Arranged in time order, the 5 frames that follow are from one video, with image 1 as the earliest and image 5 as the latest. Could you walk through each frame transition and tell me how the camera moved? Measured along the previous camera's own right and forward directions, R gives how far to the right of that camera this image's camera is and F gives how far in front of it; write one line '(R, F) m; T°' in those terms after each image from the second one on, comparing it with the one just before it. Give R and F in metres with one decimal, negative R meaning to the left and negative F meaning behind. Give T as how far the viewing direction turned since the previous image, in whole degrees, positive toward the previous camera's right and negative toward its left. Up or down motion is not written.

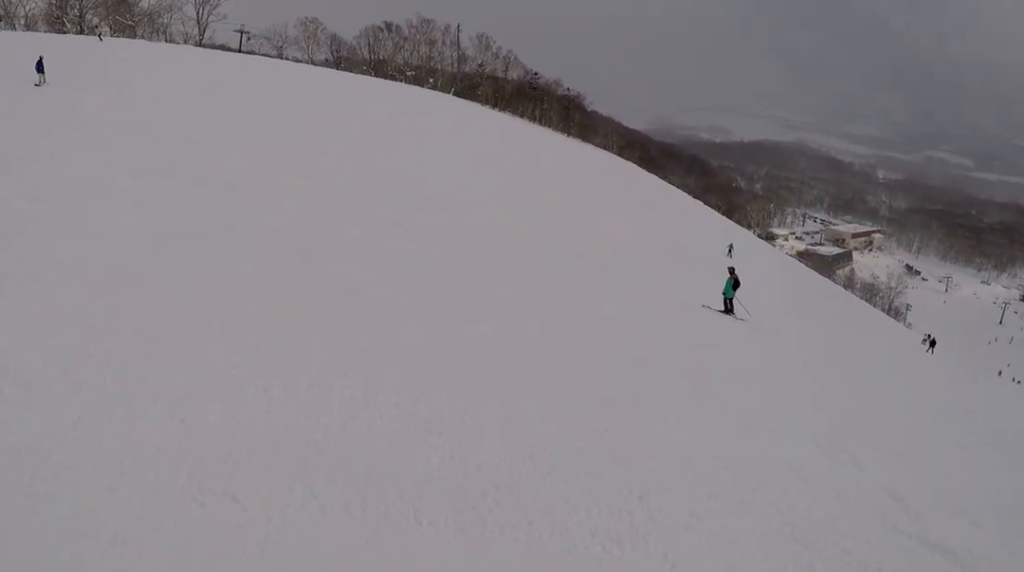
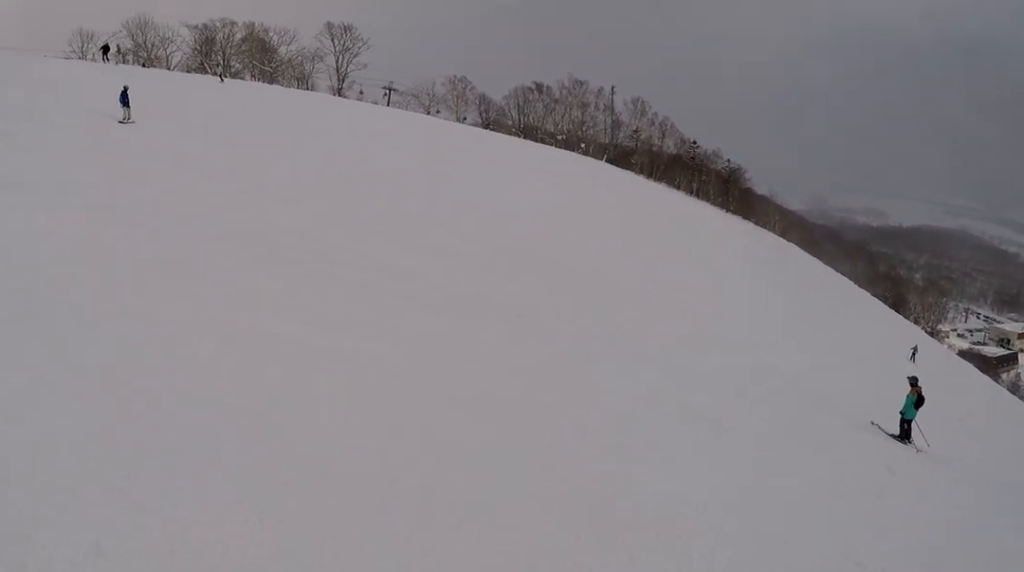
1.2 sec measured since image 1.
(-0.1, +6.3) m; -17°
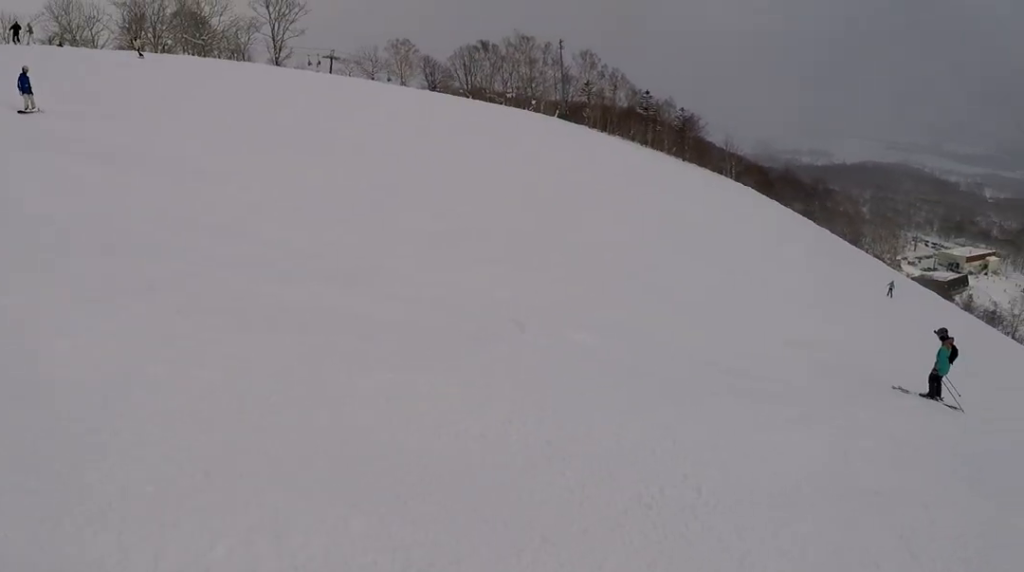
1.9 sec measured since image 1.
(-1.0, +3.6) m; -13°
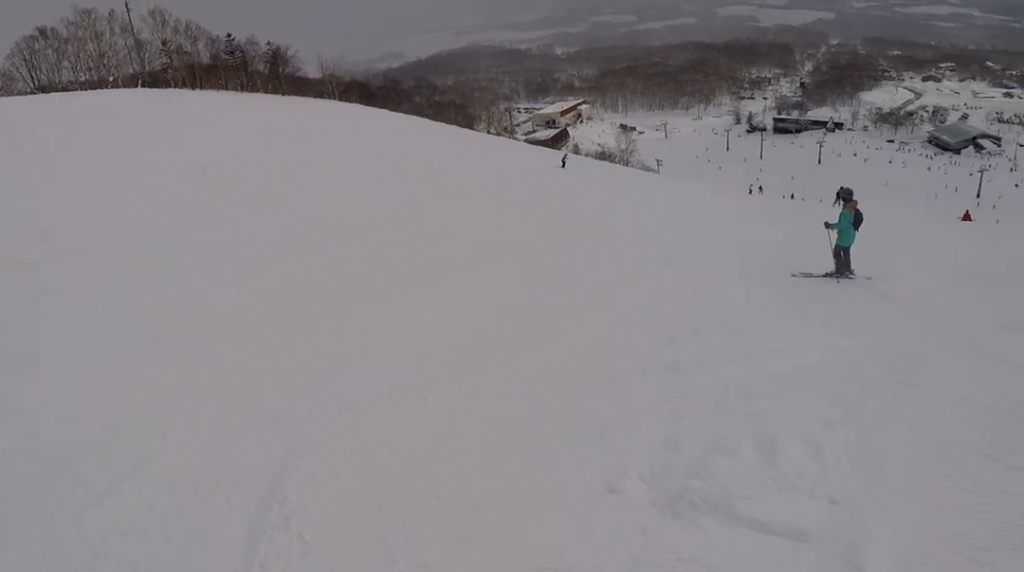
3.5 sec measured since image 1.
(+0.2, +7.8) m; +19°
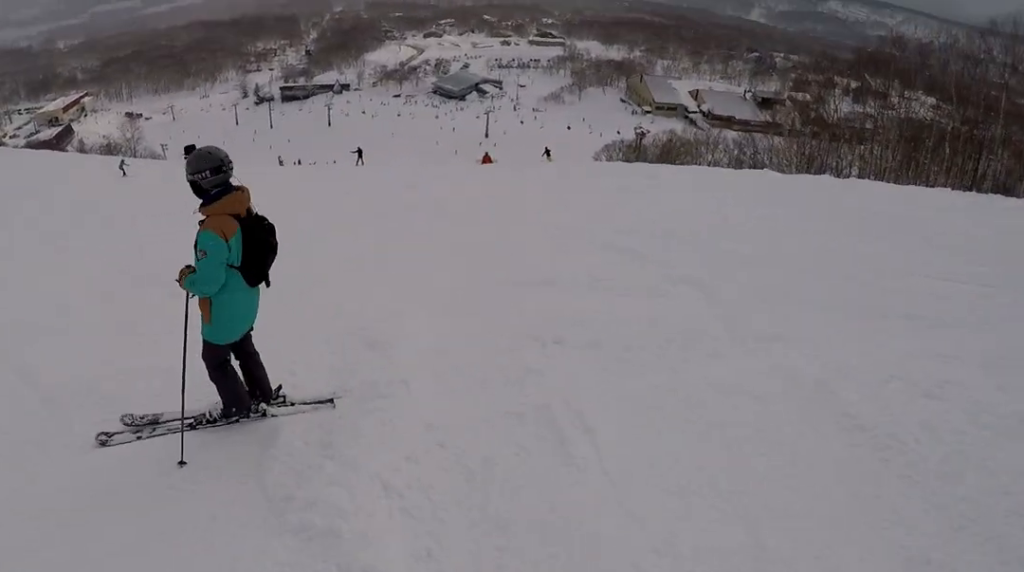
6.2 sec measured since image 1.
(+6.9, +6.3) m; +79°
